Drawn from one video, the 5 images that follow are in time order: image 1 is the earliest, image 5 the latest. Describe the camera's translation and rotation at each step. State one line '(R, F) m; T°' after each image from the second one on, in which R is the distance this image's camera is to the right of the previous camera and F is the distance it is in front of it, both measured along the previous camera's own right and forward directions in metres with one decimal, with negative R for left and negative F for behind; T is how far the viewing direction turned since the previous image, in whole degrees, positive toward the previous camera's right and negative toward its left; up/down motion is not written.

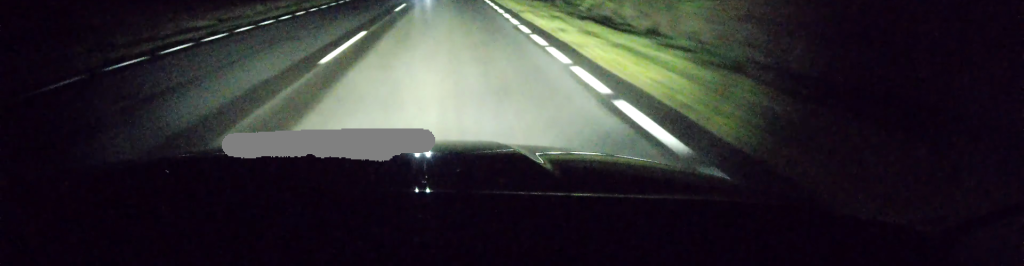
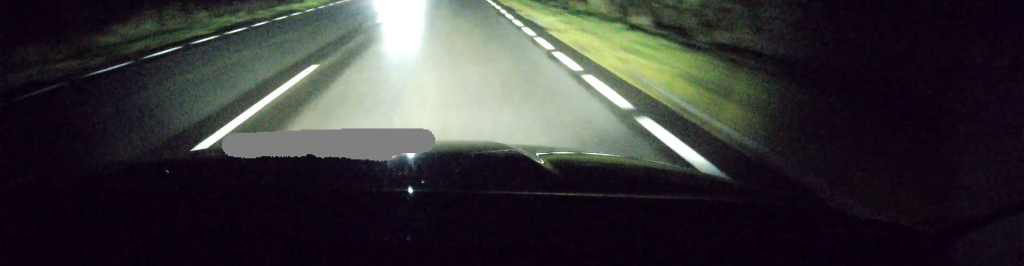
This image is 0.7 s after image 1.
(+0.1, +16.7) m; 0°
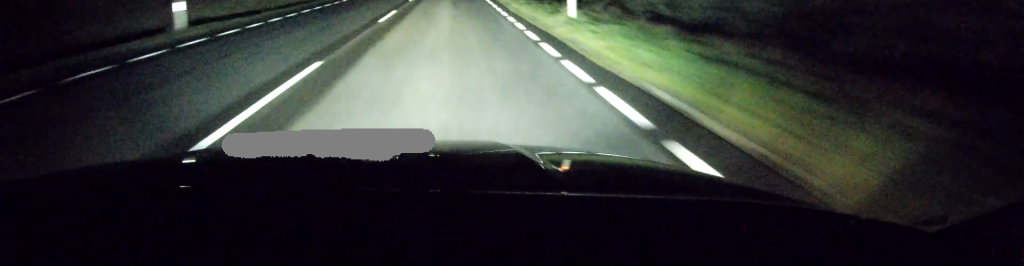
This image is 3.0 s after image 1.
(+0.2, +59.5) m; +1°
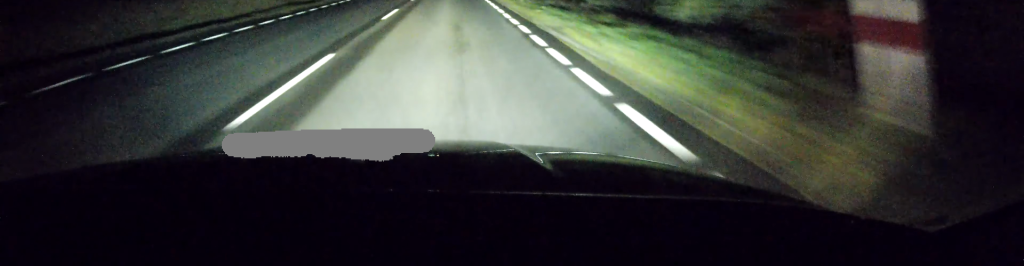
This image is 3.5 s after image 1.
(-0.1, +10.9) m; 0°
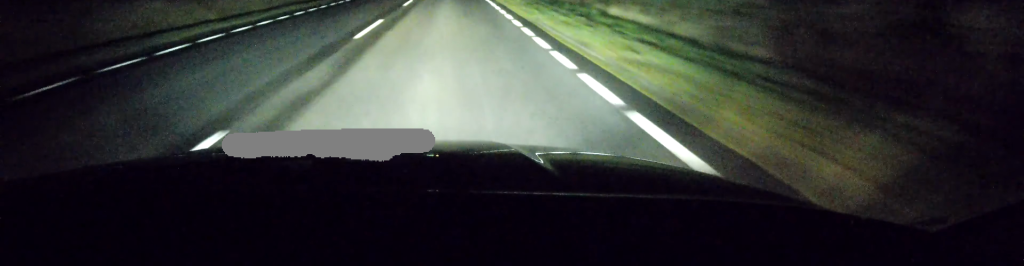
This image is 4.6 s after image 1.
(0.0, +28.6) m; 0°
